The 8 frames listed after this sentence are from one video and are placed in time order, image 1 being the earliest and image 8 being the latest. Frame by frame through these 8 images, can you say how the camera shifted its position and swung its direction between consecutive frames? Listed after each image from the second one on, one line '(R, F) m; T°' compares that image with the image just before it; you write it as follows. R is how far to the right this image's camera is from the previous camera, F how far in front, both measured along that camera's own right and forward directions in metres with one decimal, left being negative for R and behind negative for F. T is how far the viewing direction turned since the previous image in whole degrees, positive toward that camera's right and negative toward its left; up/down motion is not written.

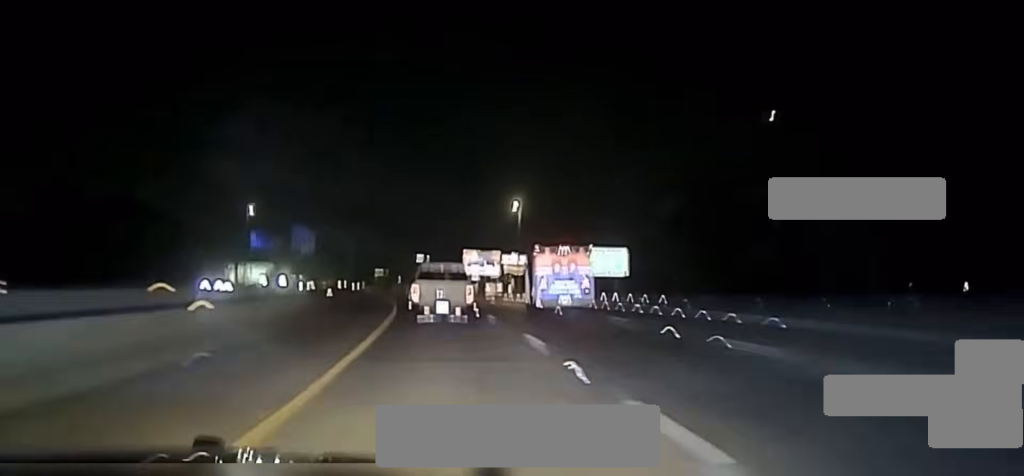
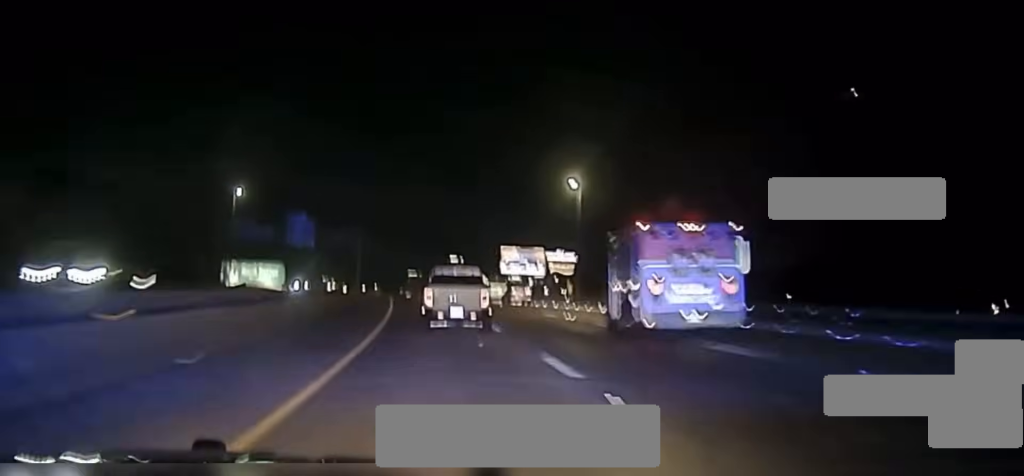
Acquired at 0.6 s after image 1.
(-0.7, +29.2) m; -2°
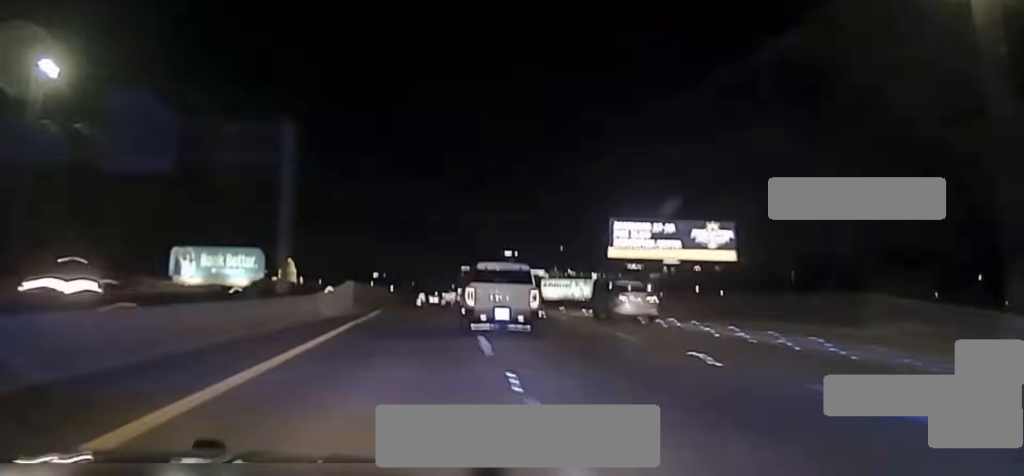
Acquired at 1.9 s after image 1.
(-1.6, +67.4) m; -2°
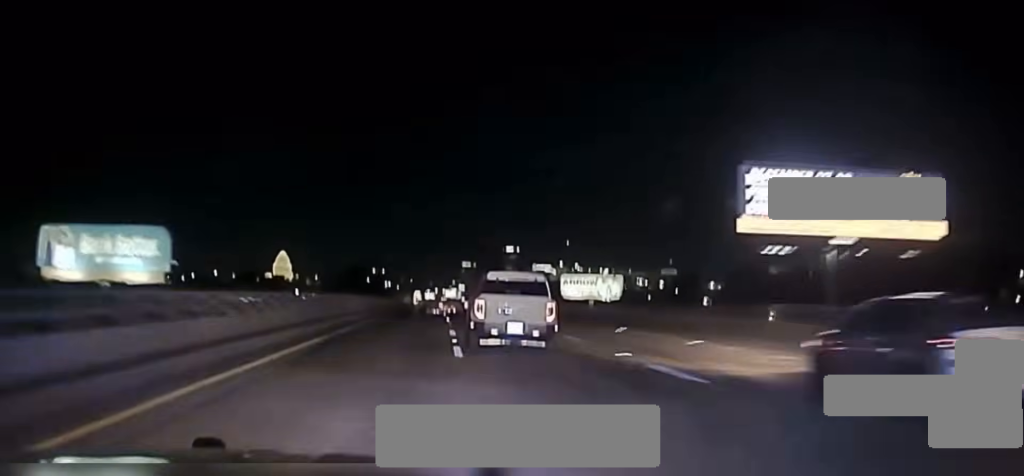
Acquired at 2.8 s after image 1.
(-0.2, +44.2) m; 0°
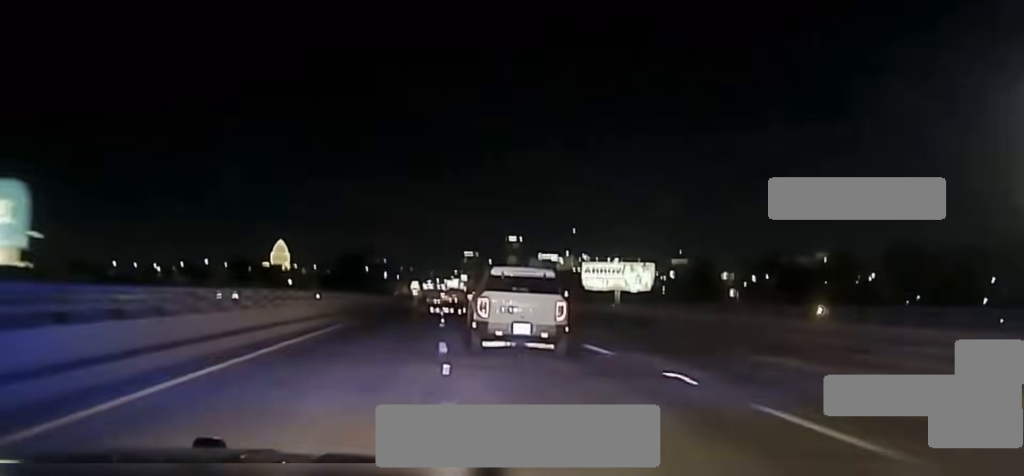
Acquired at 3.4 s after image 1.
(0.0, +30.9) m; 0°
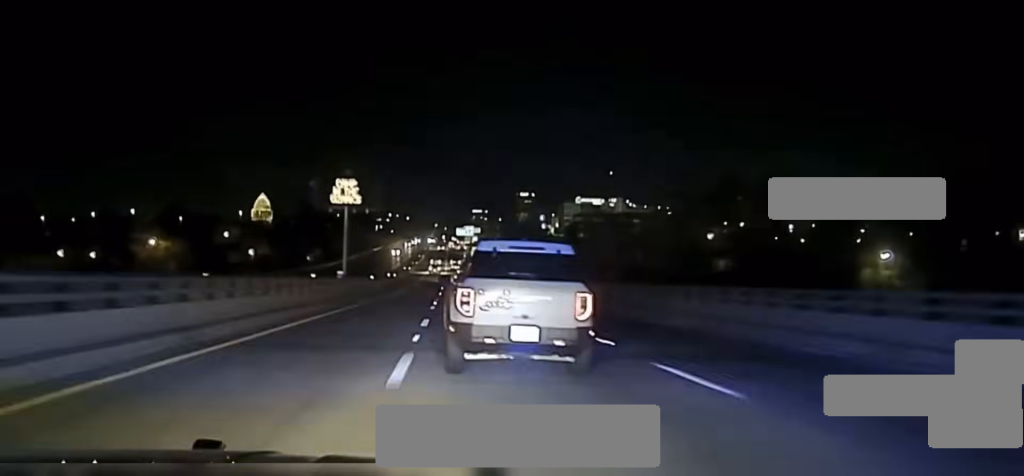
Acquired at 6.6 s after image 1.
(+0.5, +163.6) m; 0°
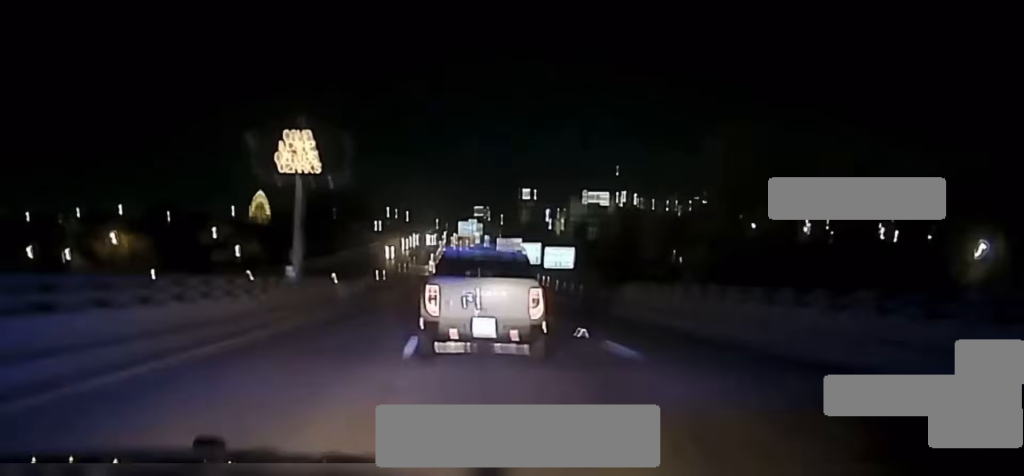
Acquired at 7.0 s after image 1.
(-0.2, +20.6) m; -1°
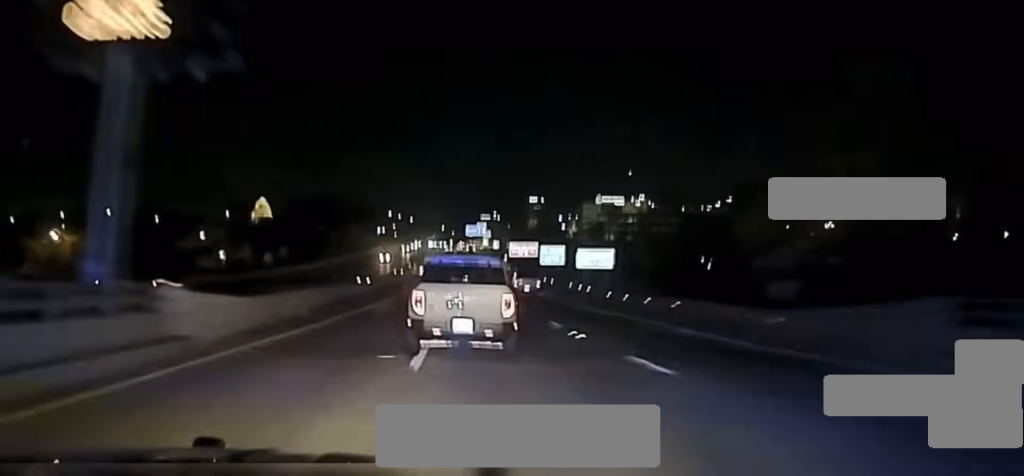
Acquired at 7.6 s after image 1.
(-0.1, +25.4) m; 0°
